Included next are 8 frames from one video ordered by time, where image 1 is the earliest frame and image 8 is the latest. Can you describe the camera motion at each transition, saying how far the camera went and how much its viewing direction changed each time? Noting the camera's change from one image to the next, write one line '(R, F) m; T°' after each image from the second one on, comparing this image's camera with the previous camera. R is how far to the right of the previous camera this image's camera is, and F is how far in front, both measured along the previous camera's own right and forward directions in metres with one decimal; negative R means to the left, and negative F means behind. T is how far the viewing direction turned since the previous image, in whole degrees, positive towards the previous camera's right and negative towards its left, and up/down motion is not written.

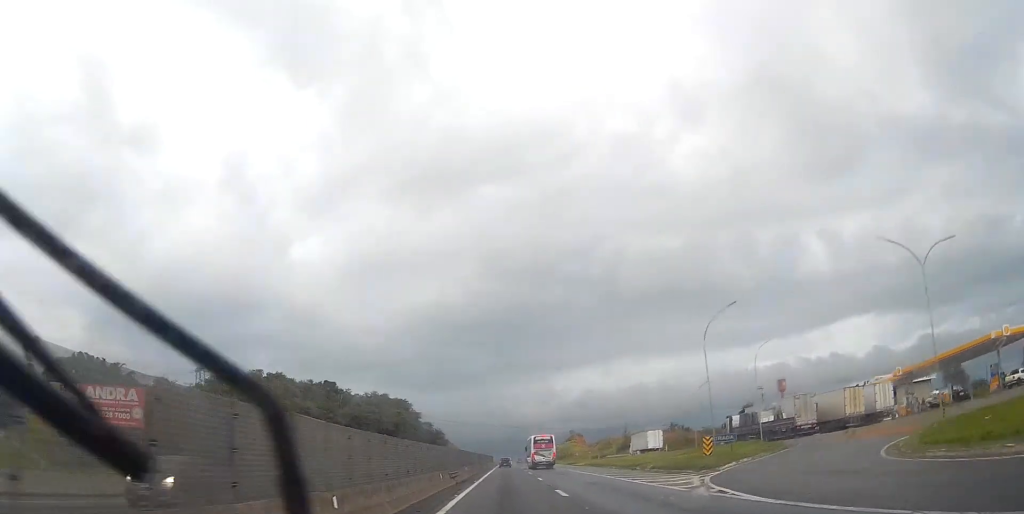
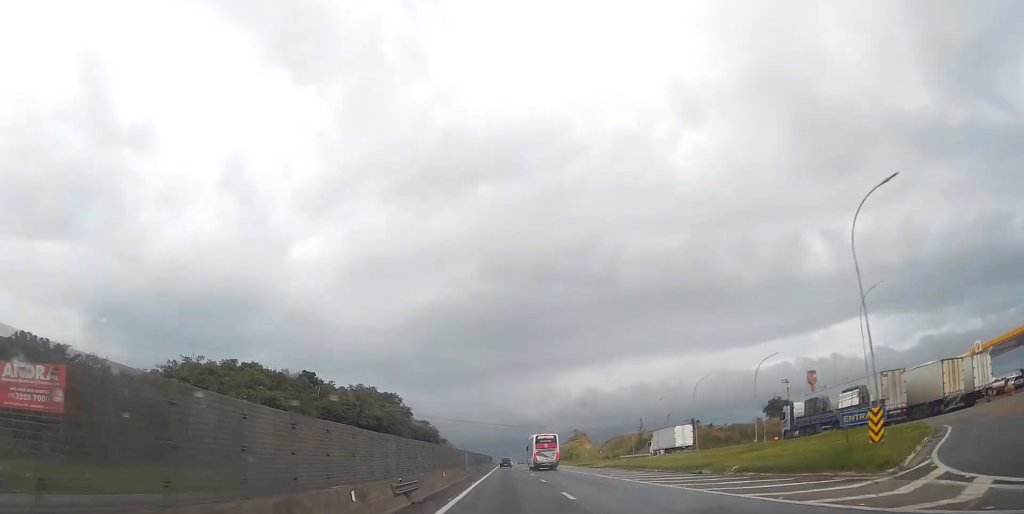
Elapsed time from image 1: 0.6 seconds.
(0.0, +19.2) m; 0°
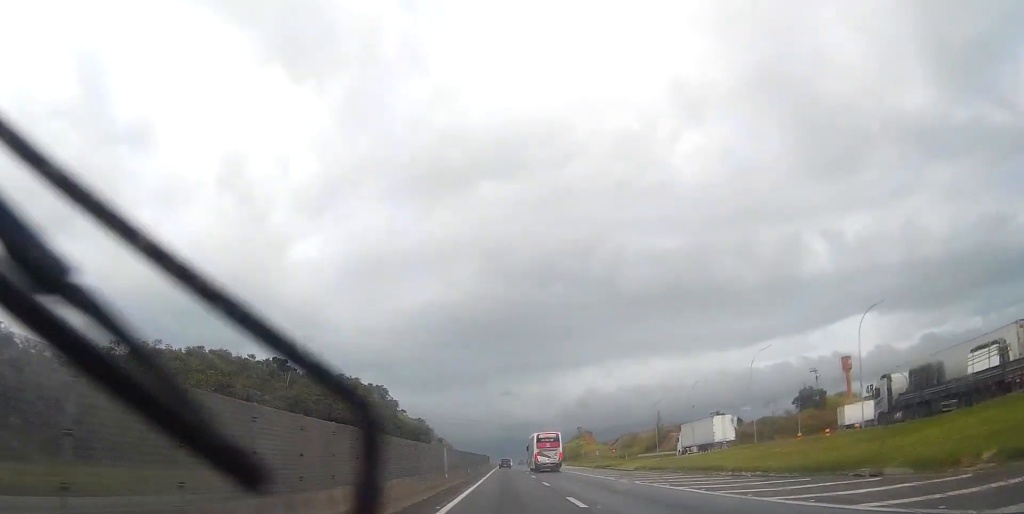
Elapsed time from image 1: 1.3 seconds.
(0.0, +19.1) m; 0°
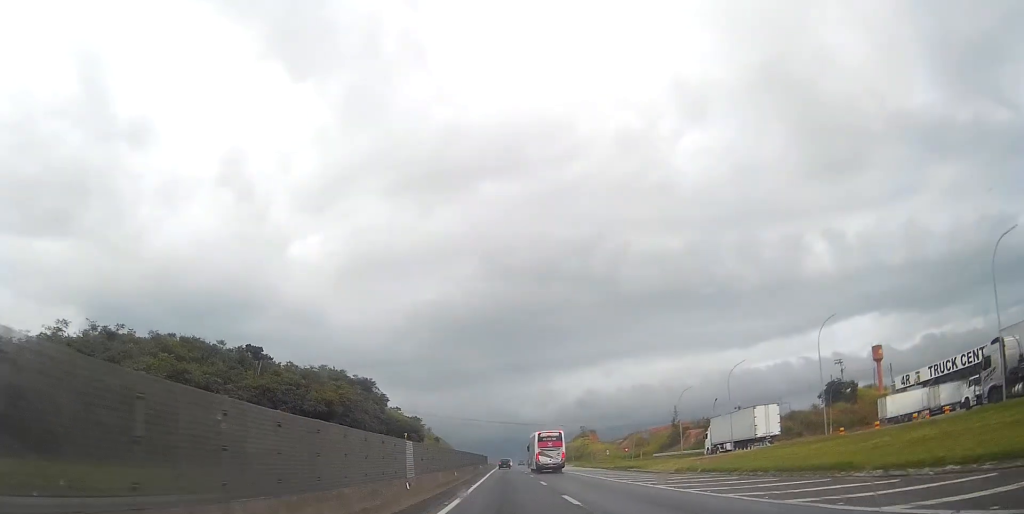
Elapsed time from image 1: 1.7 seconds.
(-0.1, +14.0) m; 0°
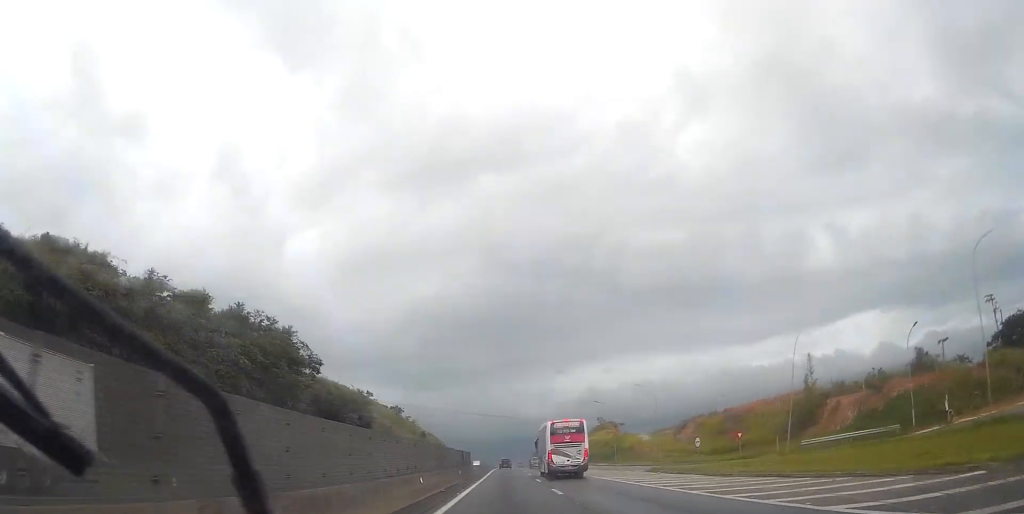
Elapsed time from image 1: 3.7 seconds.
(+0.4, +57.7) m; +1°
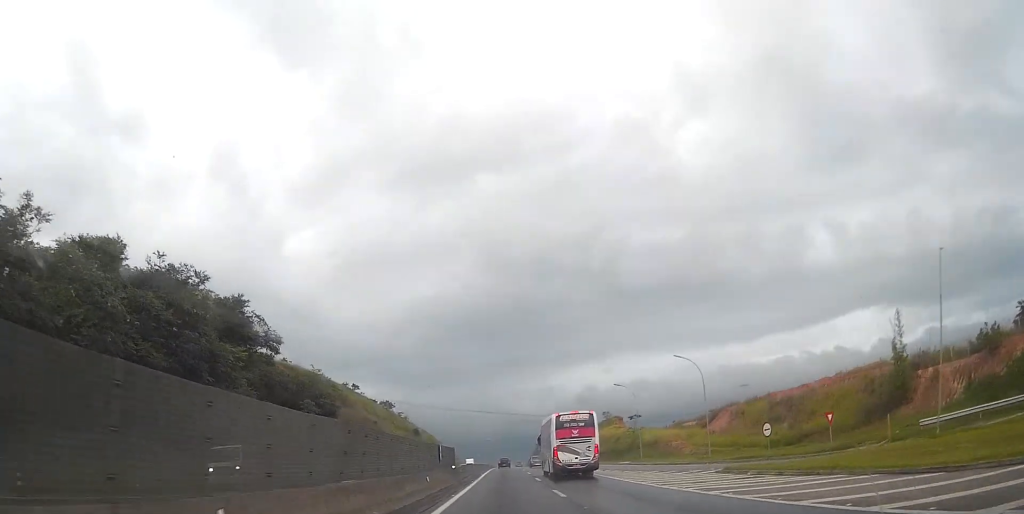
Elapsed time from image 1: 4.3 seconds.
(+0.1, +18.0) m; 0°
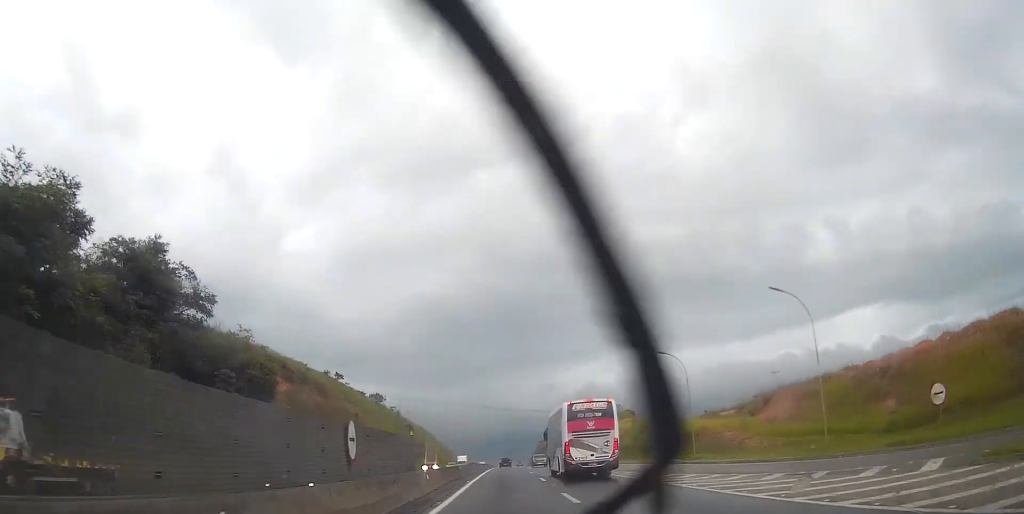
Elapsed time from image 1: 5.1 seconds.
(-0.1, +20.6) m; 0°
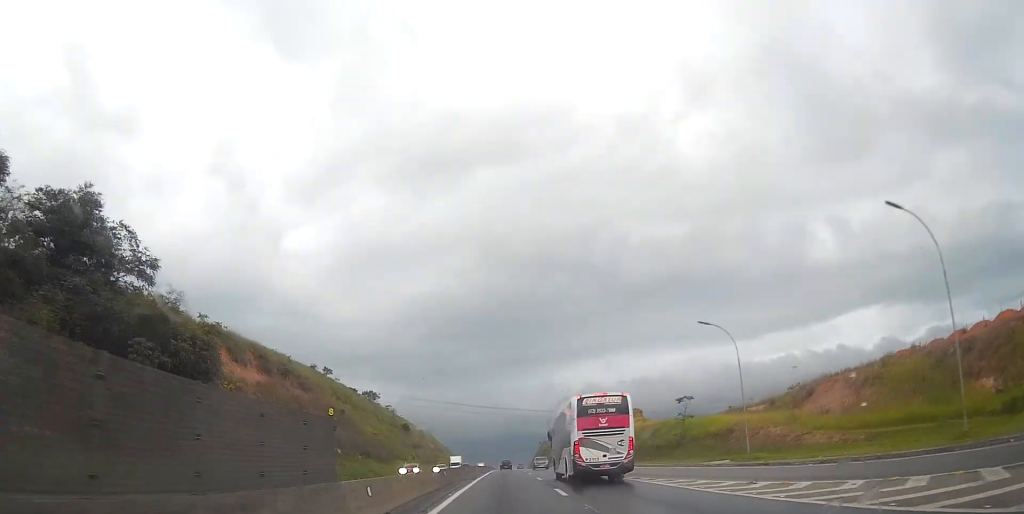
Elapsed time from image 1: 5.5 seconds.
(+0.1, +11.9) m; 0°
